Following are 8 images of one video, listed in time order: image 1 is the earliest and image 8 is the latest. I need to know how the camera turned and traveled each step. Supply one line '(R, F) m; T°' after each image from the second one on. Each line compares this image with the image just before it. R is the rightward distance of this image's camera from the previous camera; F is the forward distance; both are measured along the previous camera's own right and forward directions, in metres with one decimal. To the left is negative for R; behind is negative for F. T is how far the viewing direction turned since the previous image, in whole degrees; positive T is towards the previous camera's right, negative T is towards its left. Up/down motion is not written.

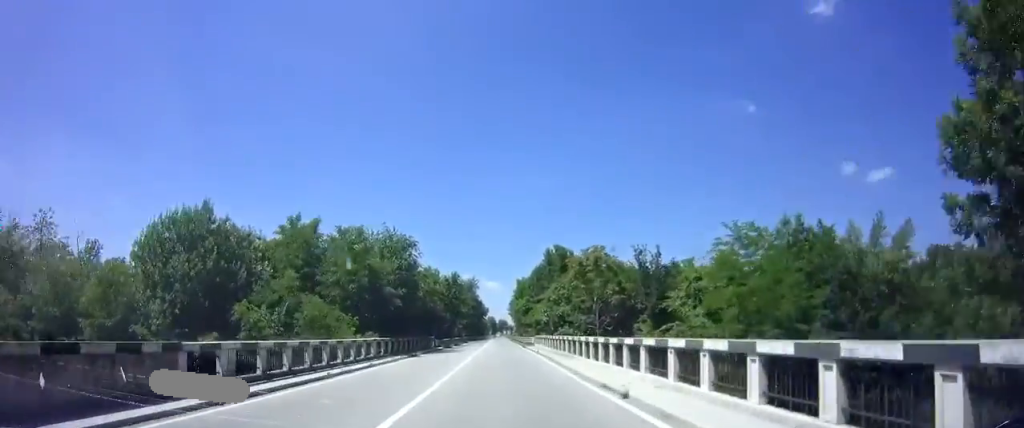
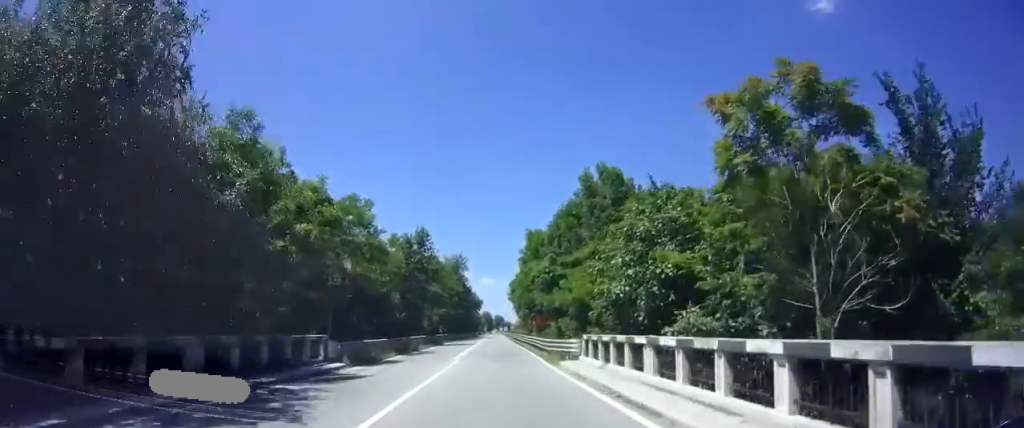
(0.0, +32.8) m; 0°
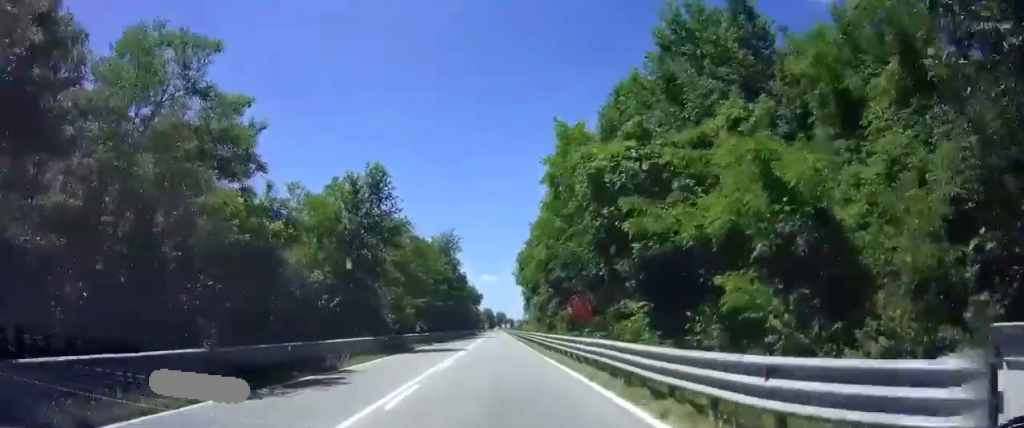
(+0.1, +19.2) m; 0°
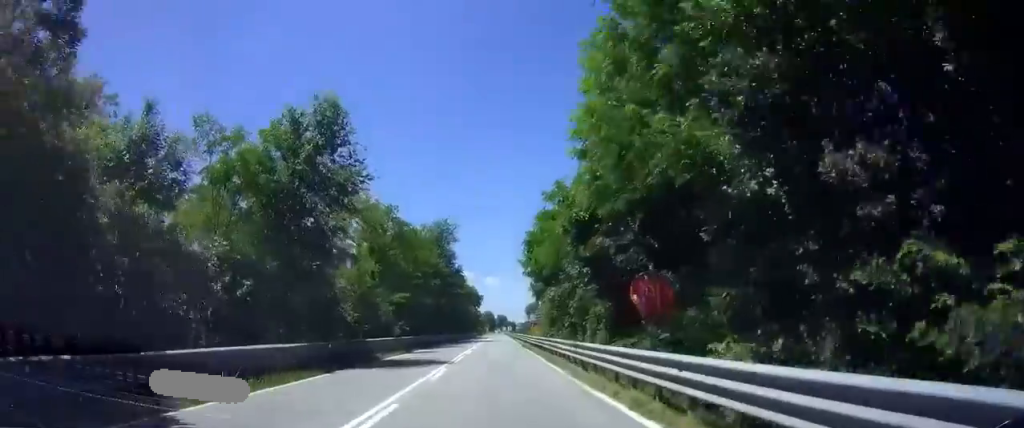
(0.0, +9.7) m; 0°
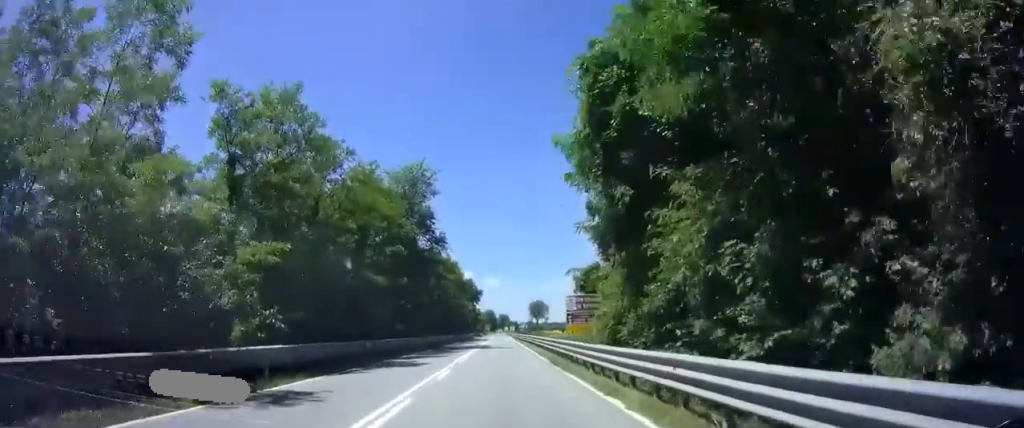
(-0.2, +21.9) m; 0°
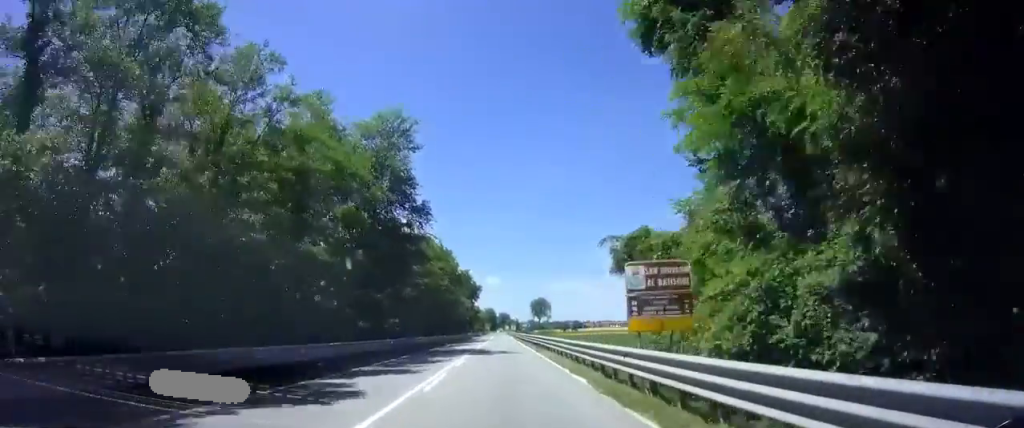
(+0.1, +10.9) m; 0°
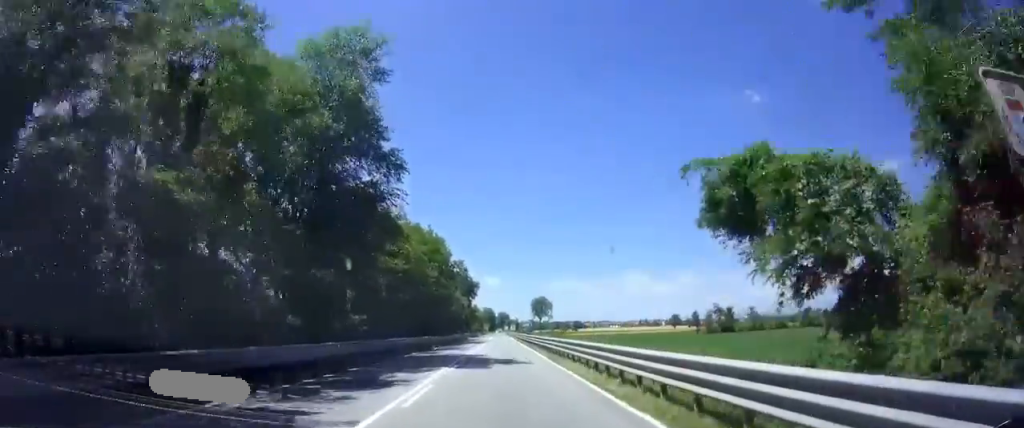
(+0.1, +9.6) m; 0°
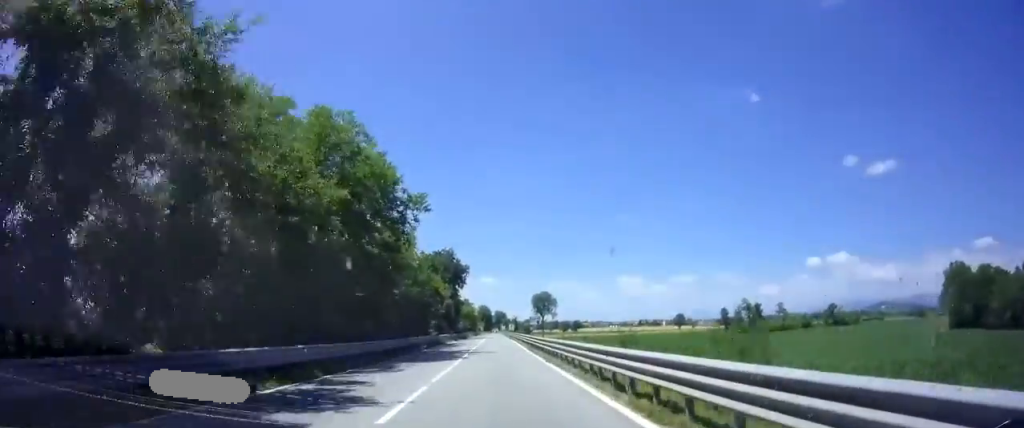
(+0.1, +30.1) m; 0°
